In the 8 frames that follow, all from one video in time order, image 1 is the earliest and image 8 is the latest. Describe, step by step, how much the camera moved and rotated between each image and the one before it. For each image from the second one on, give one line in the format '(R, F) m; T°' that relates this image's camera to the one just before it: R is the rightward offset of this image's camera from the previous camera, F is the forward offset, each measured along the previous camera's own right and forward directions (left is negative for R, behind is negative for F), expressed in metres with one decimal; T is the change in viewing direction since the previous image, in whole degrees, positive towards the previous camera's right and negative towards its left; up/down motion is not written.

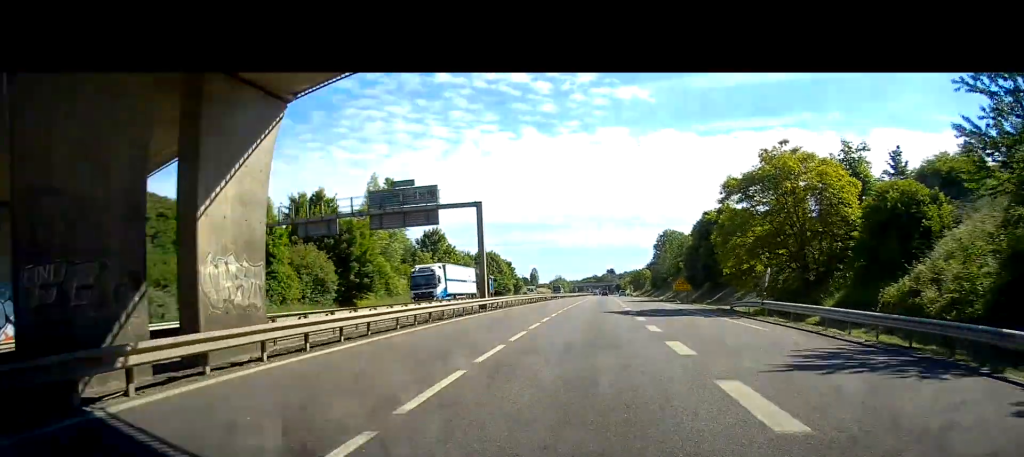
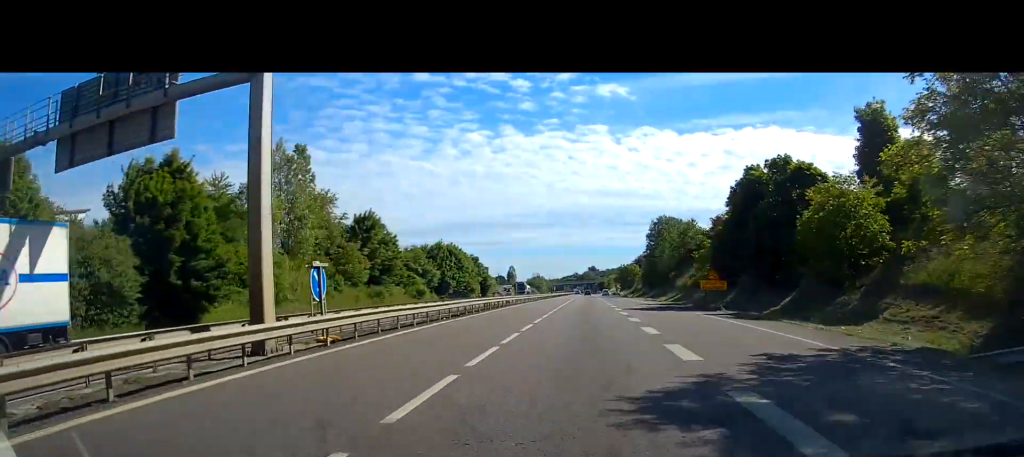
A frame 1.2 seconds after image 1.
(+0.6, +26.8) m; +1°
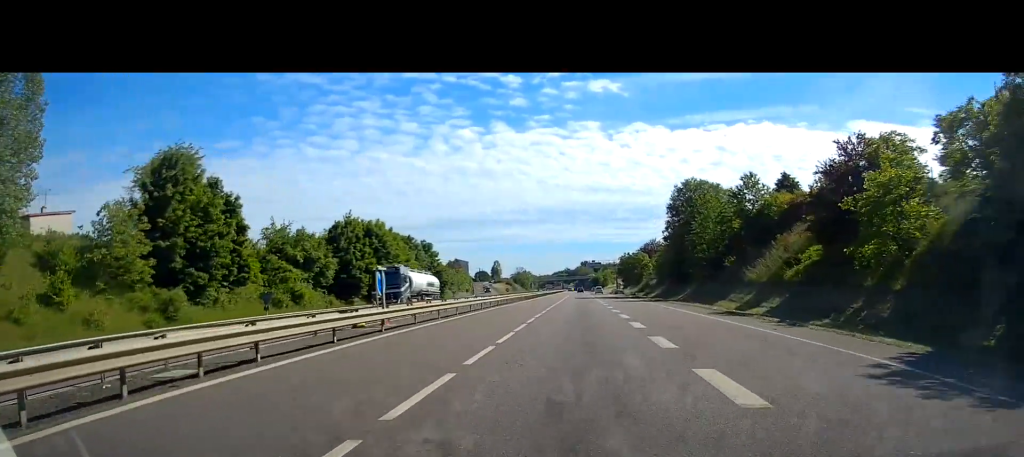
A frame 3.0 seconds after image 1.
(0.0, +43.3) m; 0°
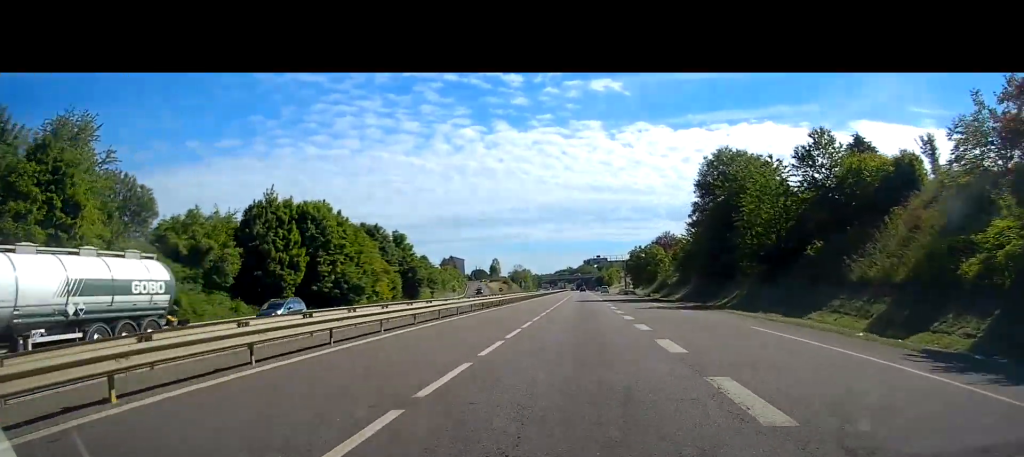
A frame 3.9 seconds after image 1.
(0.0, +20.1) m; 0°
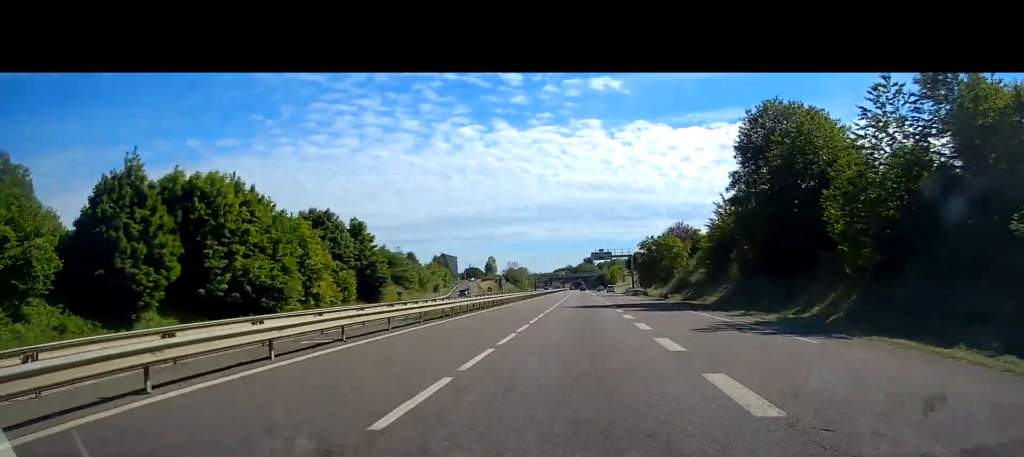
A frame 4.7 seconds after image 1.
(0.0, +19.3) m; 0°
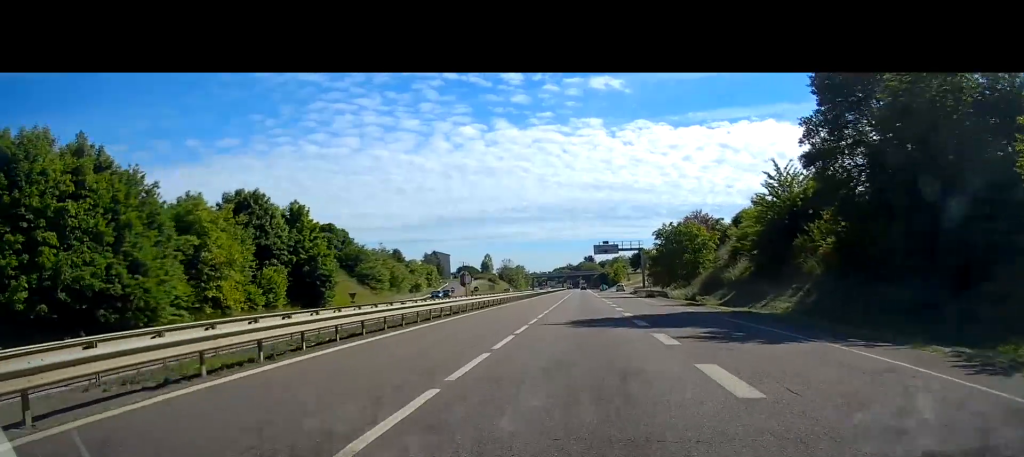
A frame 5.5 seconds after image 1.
(+0.1, +18.4) m; 0°
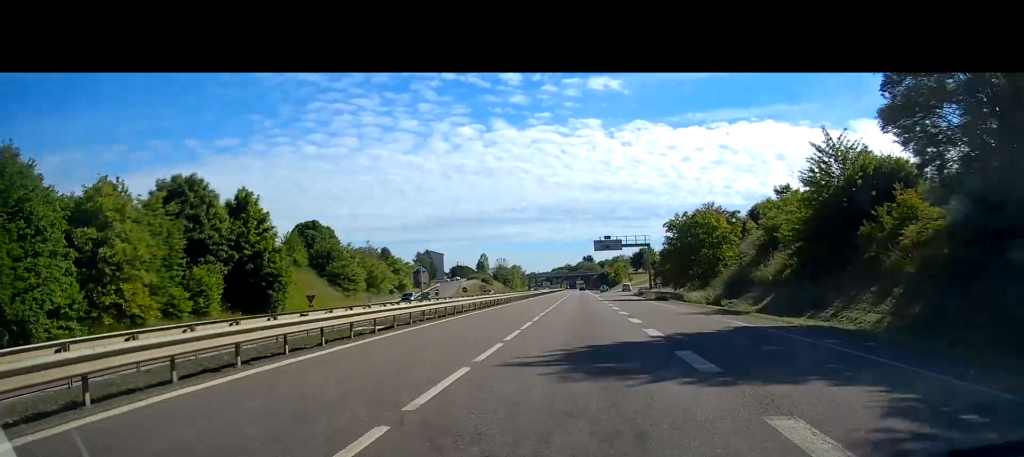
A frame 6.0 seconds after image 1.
(0.0, +10.7) m; 0°
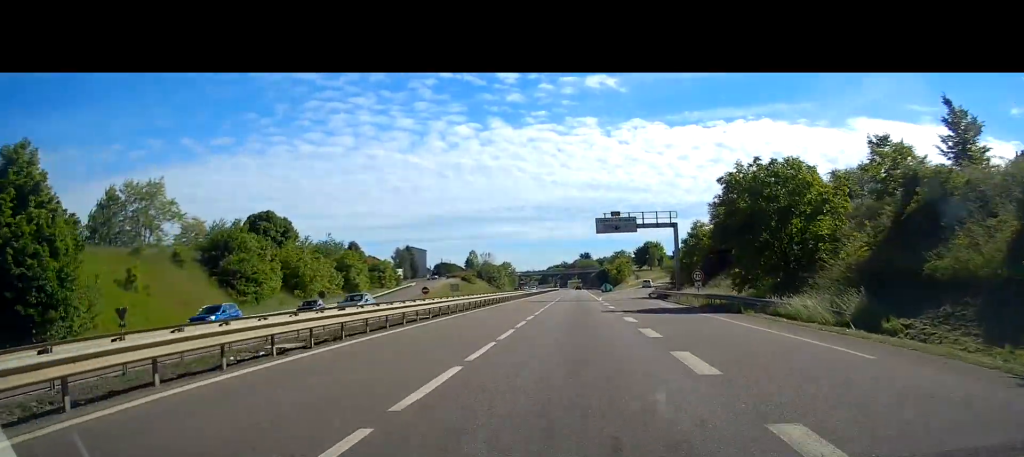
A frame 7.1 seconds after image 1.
(-0.2, +25.9) m; 0°
